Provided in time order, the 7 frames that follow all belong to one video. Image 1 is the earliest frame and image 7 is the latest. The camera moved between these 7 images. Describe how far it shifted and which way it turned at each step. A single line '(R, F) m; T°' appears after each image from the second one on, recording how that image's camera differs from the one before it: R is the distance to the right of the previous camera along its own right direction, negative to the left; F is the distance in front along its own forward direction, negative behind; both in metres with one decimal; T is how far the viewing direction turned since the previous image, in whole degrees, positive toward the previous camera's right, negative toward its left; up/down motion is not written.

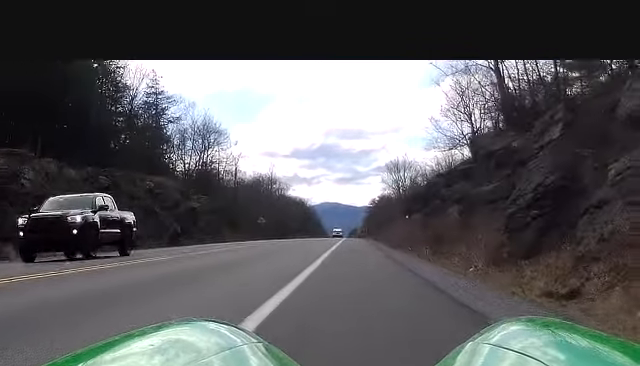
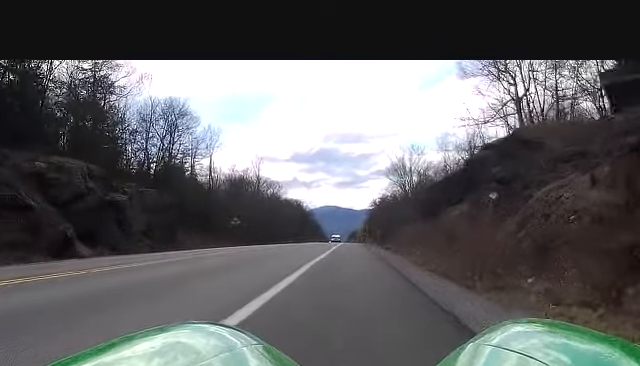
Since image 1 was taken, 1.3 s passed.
(0.0, +20.7) m; 0°
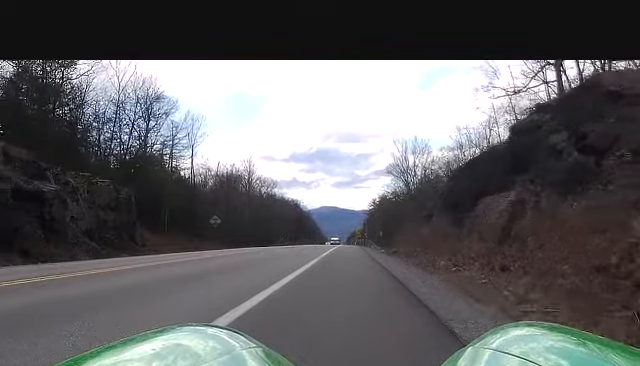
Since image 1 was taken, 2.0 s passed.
(0.0, +11.3) m; 0°
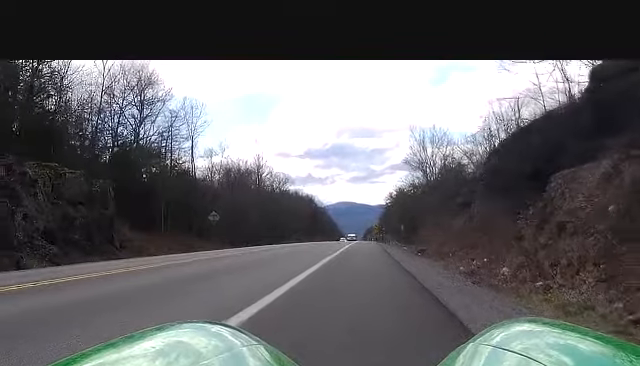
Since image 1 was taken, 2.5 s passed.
(0.0, +8.3) m; 0°
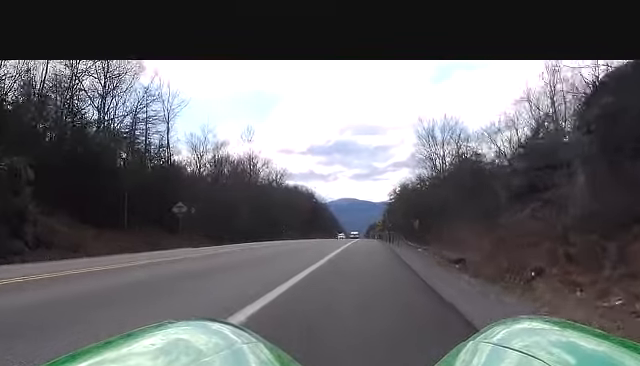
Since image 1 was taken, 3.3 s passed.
(0.0, +13.0) m; 0°
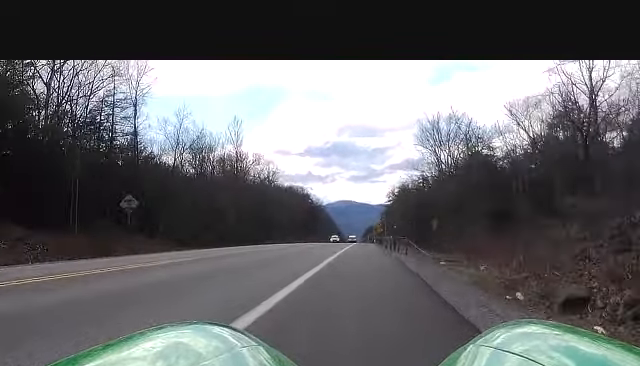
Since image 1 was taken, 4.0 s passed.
(0.0, +11.5) m; 0°
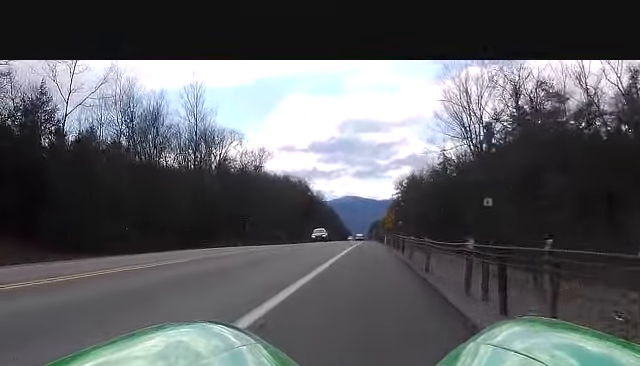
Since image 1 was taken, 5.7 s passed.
(0.0, +31.2) m; 0°
